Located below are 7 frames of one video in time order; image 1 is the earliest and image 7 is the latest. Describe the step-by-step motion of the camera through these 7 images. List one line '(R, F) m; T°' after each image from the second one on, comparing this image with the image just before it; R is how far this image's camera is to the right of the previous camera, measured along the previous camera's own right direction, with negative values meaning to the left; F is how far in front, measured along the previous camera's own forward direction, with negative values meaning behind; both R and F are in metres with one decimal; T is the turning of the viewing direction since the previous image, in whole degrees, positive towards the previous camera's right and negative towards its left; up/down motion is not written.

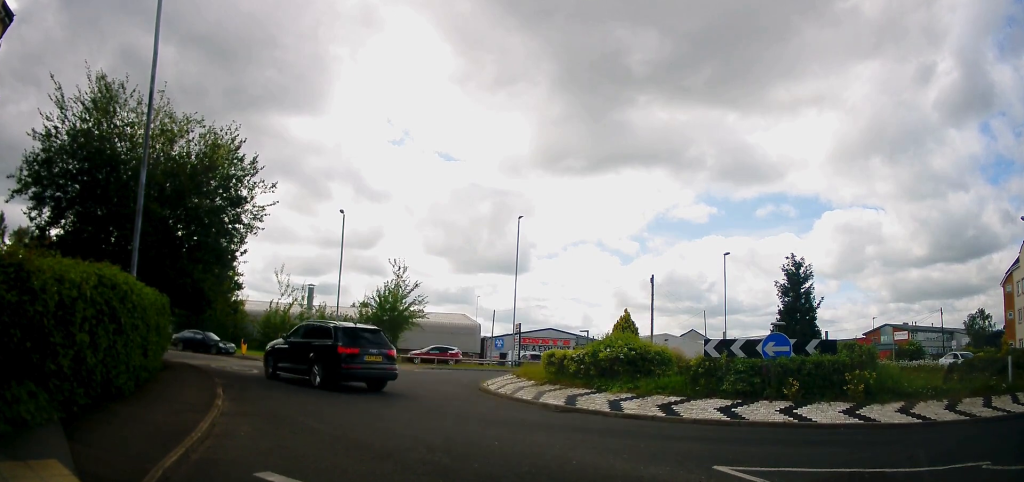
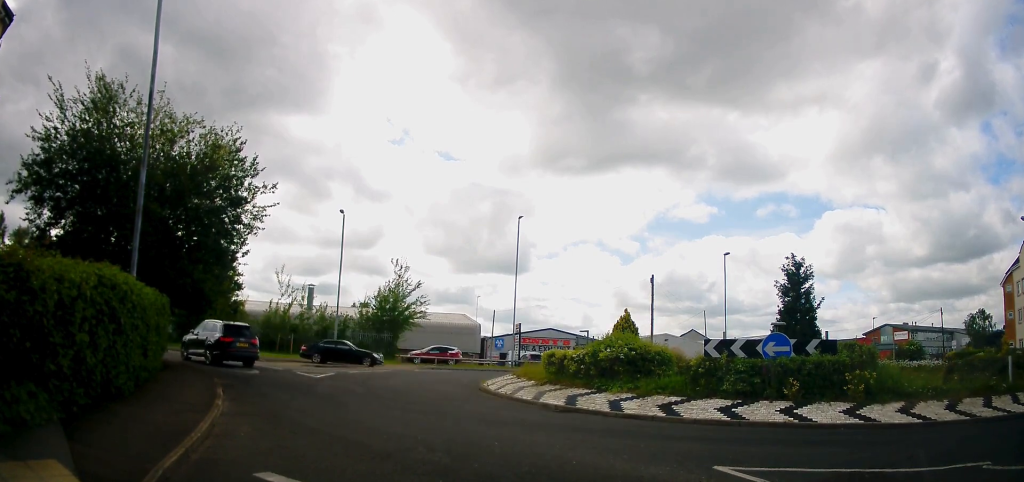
(0.0, 0.0) m; 0°
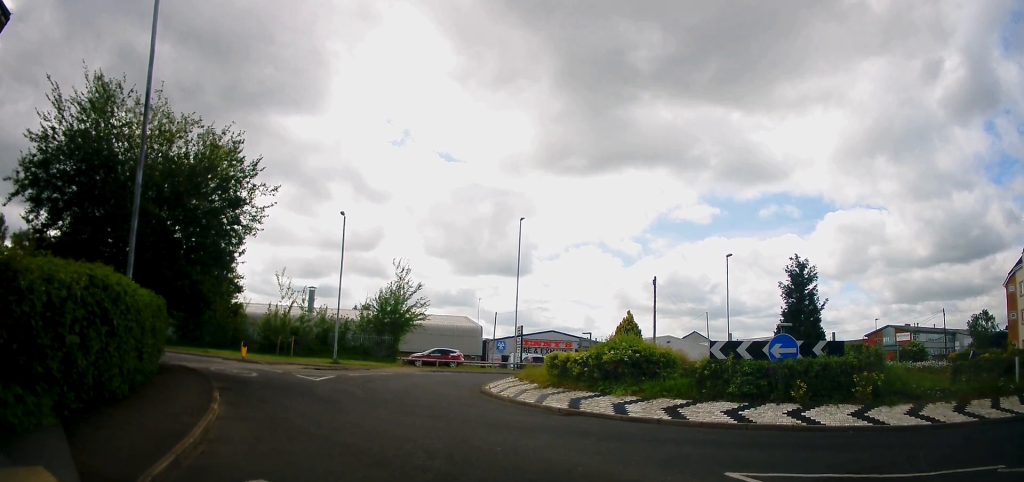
(0.0, +0.2) m; -1°
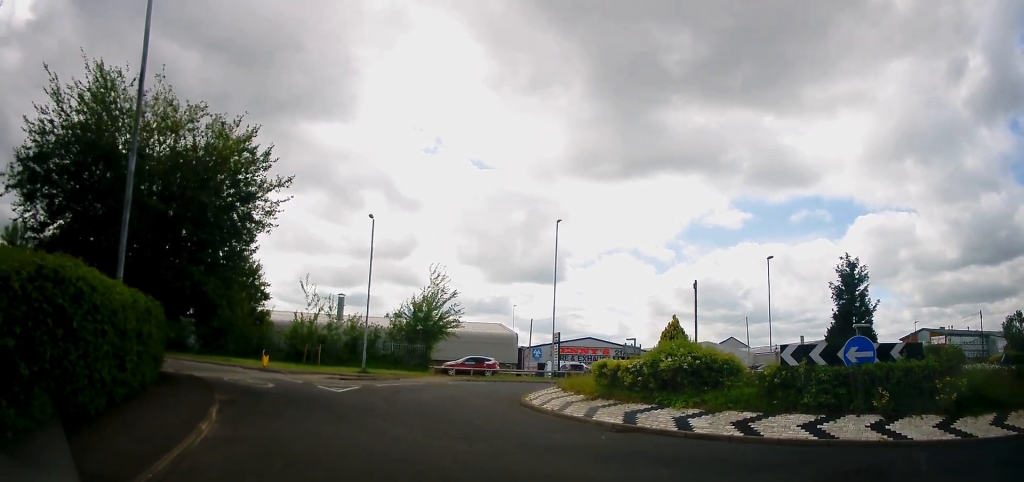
(-0.1, +1.4) m; -7°
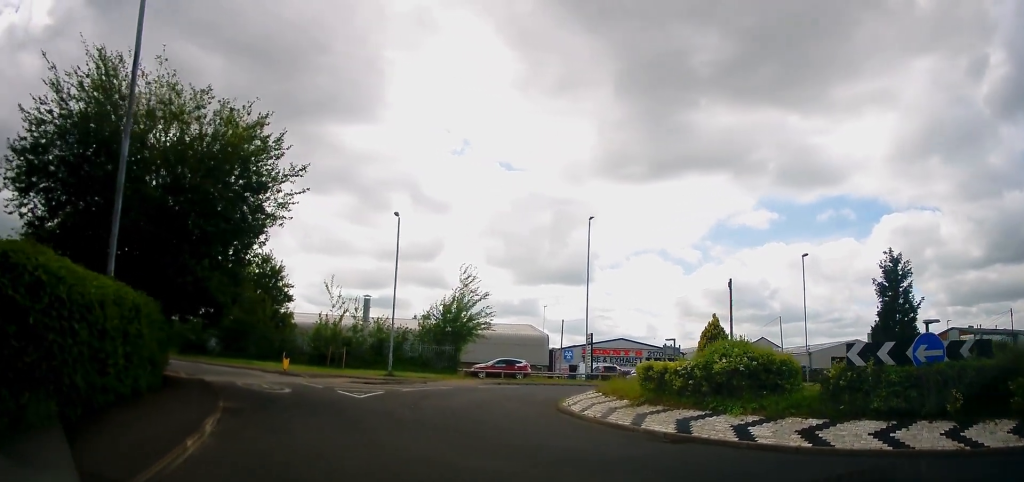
(0.0, +1.1) m; -2°
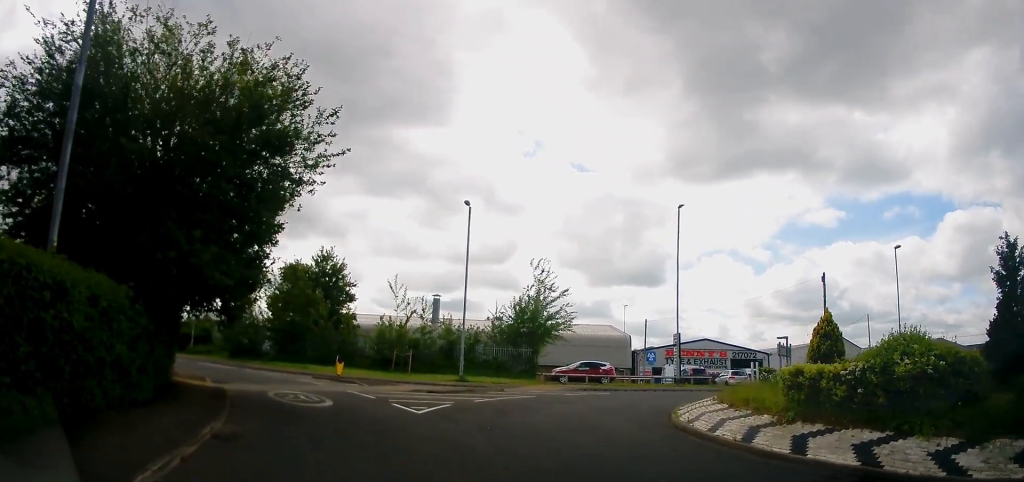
(-0.1, +3.3) m; -8°
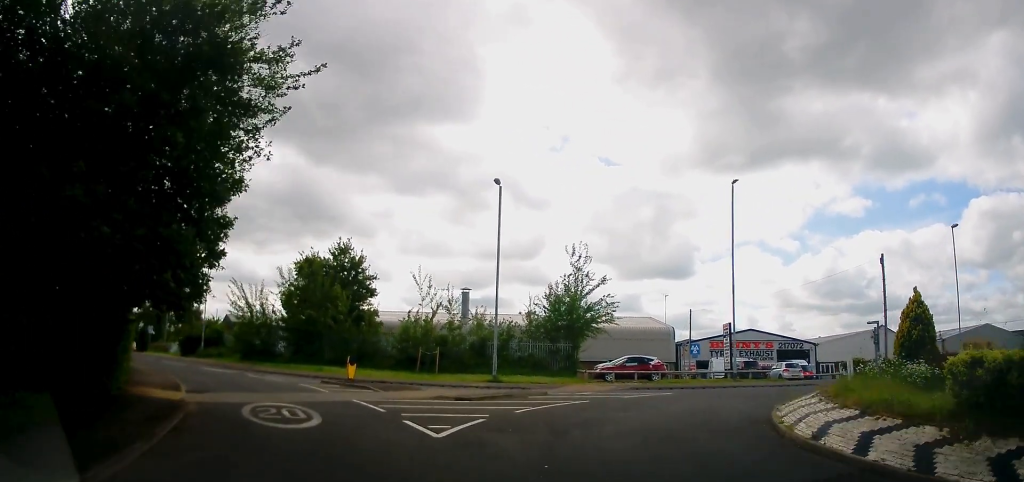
(-0.4, +3.7) m; -3°
